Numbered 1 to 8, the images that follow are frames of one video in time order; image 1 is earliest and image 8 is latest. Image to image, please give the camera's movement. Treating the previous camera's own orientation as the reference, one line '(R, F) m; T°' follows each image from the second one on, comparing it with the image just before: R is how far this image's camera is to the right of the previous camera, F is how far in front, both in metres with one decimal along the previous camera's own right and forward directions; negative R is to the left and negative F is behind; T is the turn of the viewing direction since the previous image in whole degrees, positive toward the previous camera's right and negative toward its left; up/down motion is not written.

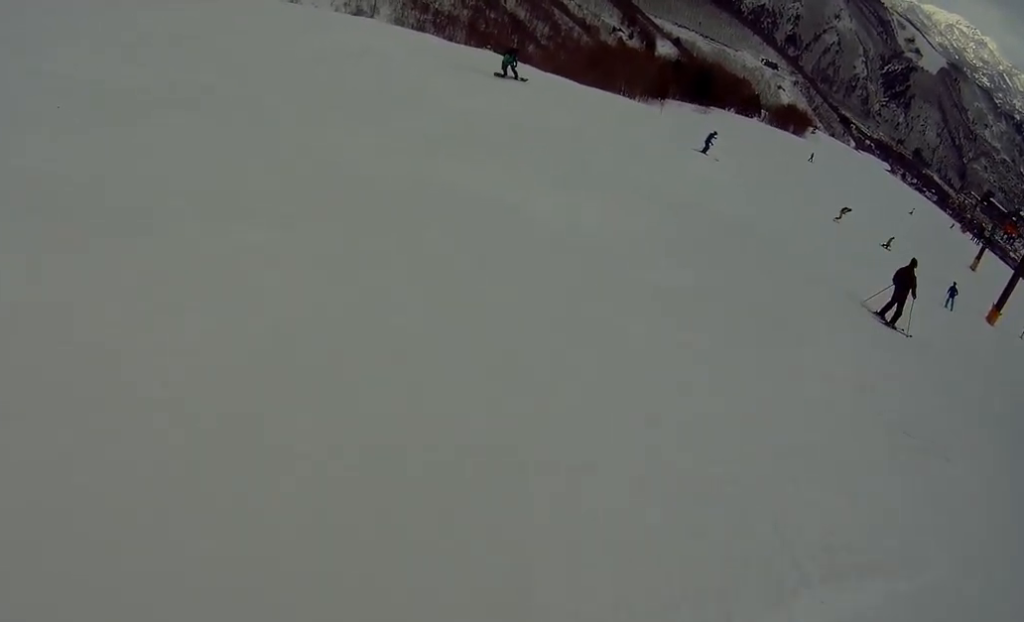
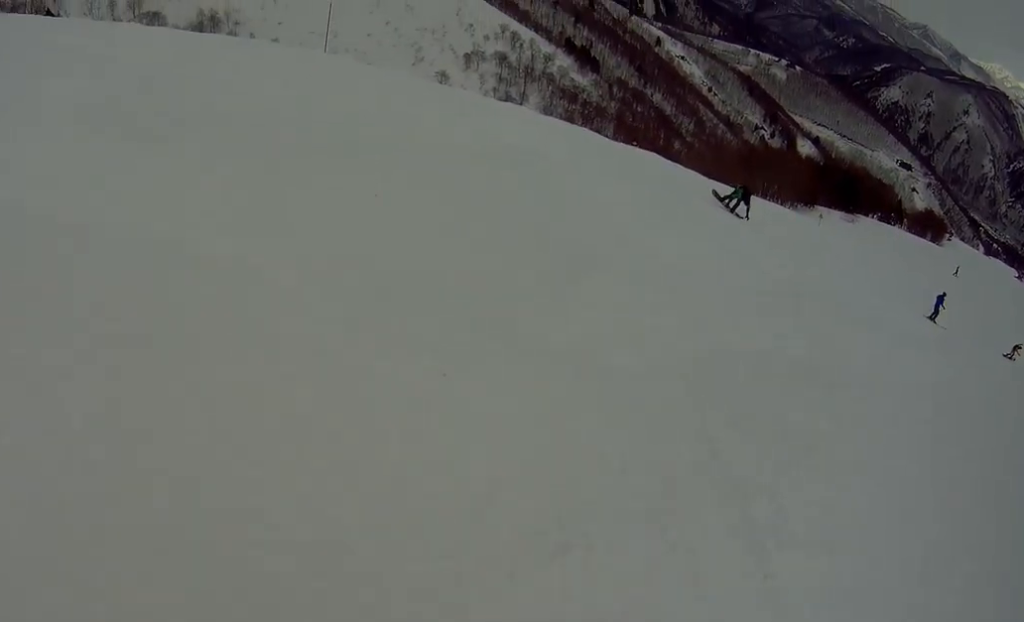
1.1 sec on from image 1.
(-0.1, +3.8) m; +9°
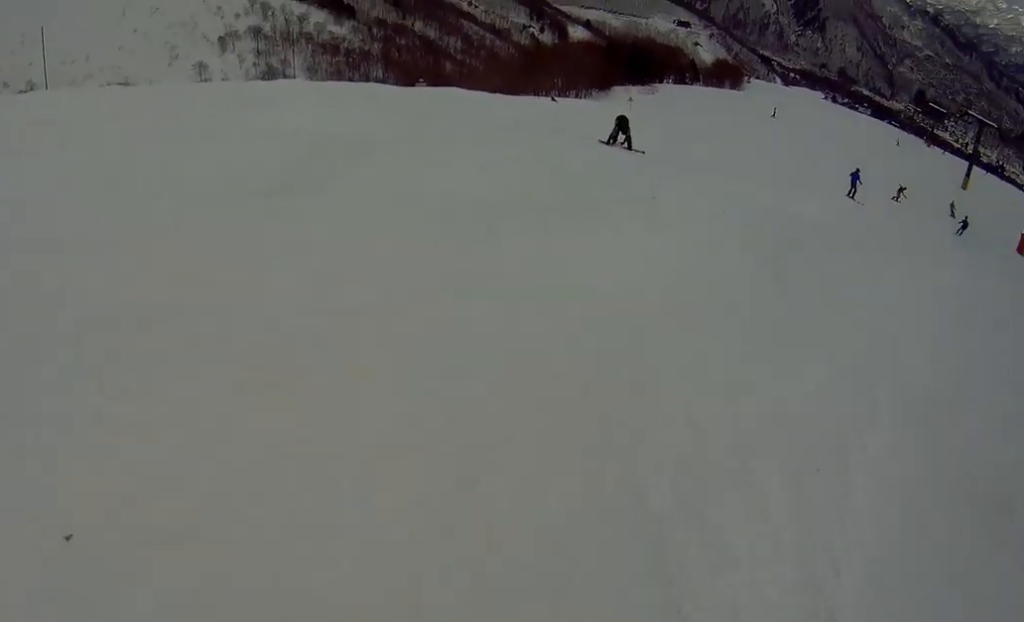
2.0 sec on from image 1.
(+0.3, +2.9) m; +28°
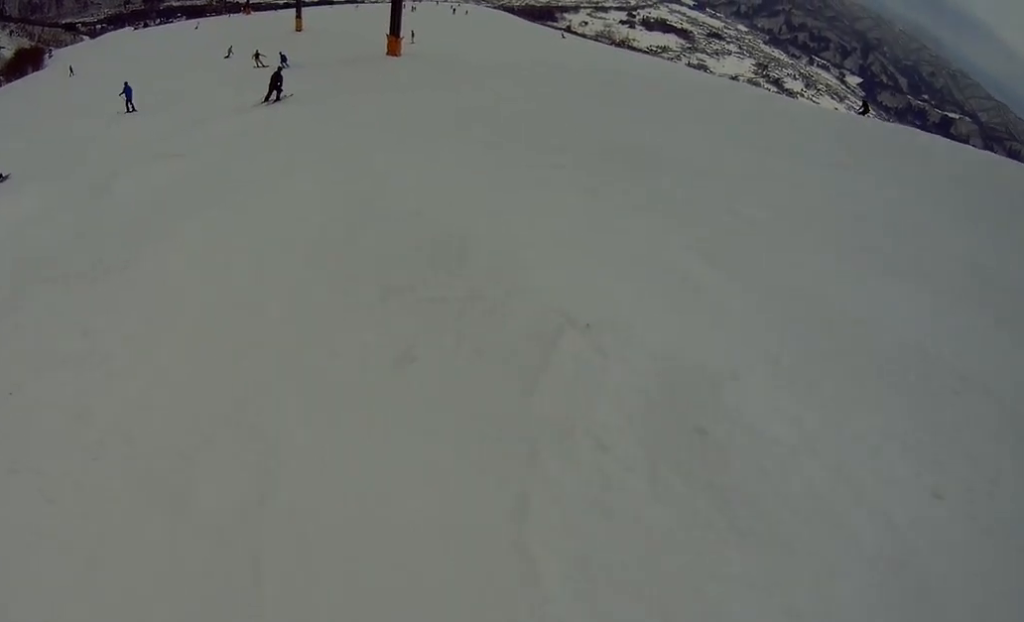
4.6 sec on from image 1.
(+1.3, +11.2) m; -15°
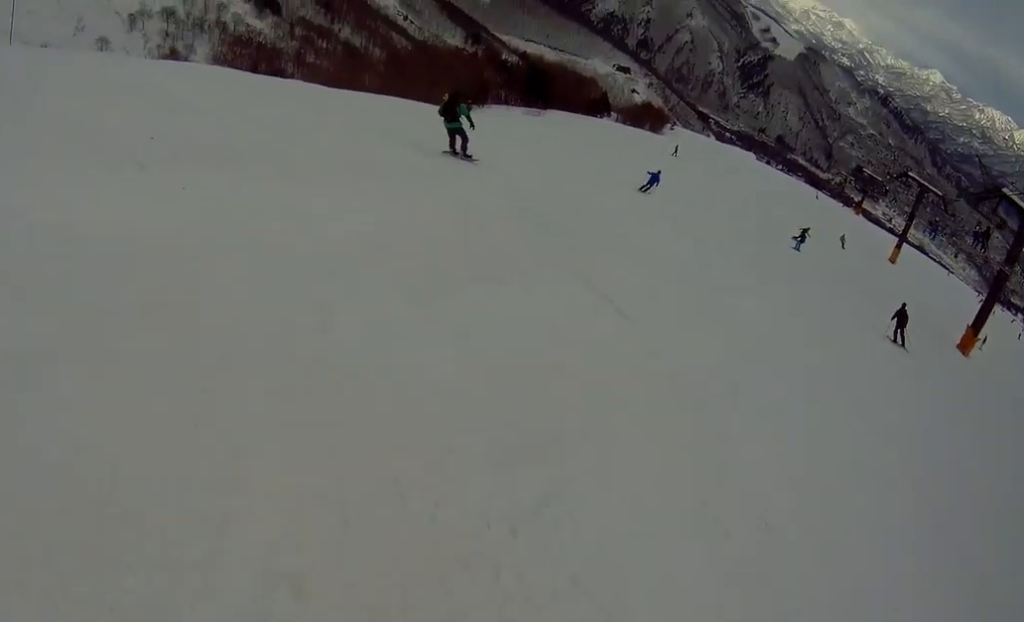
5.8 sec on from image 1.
(-1.4, +5.4) m; -19°
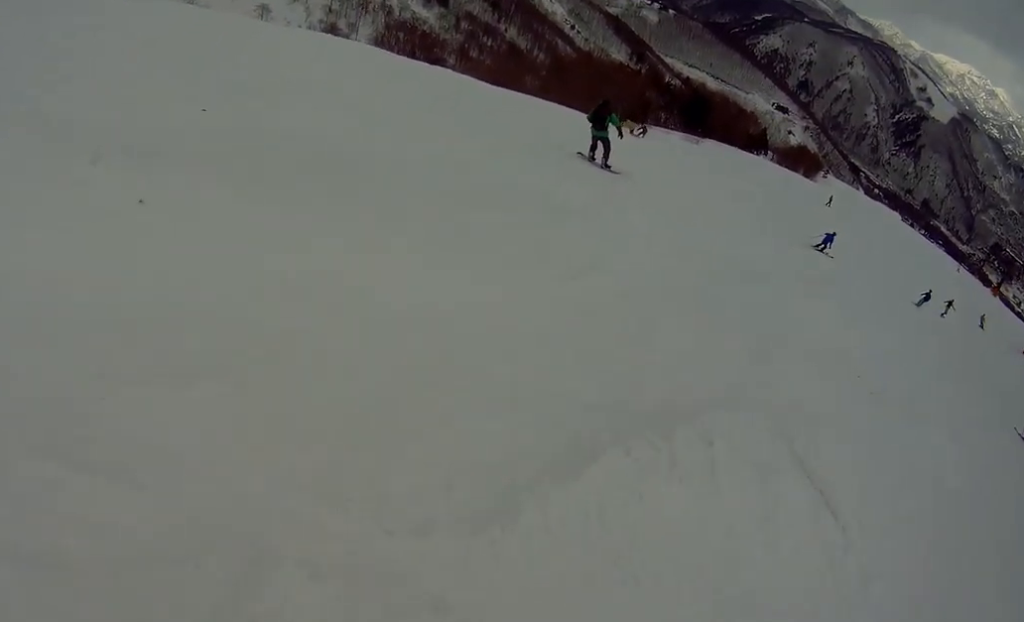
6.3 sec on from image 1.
(-0.1, +2.5) m; +1°
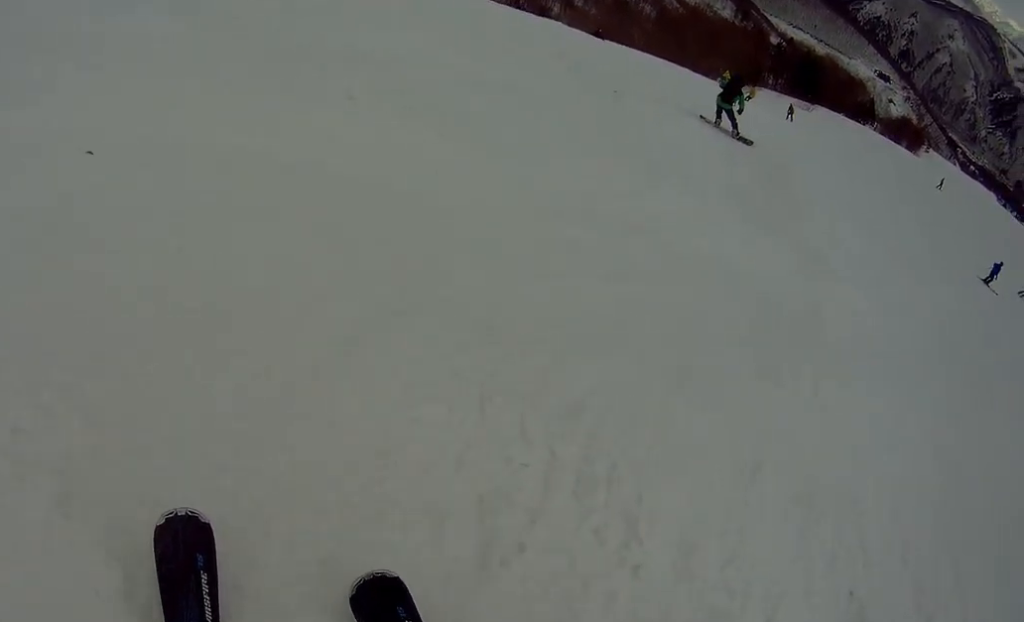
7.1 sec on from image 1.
(+0.2, +4.0) m; +13°
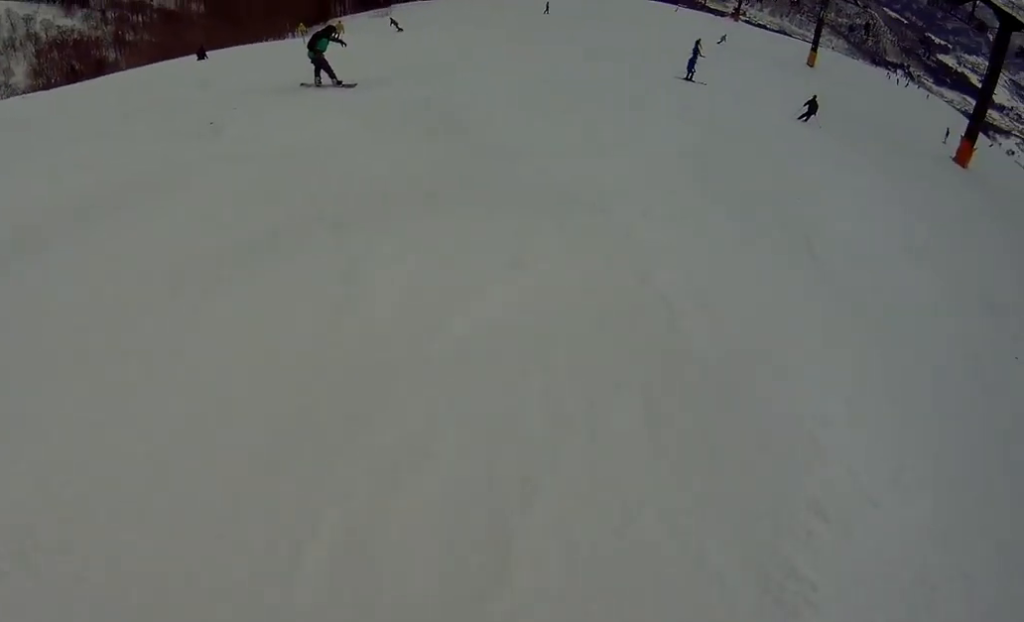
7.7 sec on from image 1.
(+0.1, +3.0) m; +22°
